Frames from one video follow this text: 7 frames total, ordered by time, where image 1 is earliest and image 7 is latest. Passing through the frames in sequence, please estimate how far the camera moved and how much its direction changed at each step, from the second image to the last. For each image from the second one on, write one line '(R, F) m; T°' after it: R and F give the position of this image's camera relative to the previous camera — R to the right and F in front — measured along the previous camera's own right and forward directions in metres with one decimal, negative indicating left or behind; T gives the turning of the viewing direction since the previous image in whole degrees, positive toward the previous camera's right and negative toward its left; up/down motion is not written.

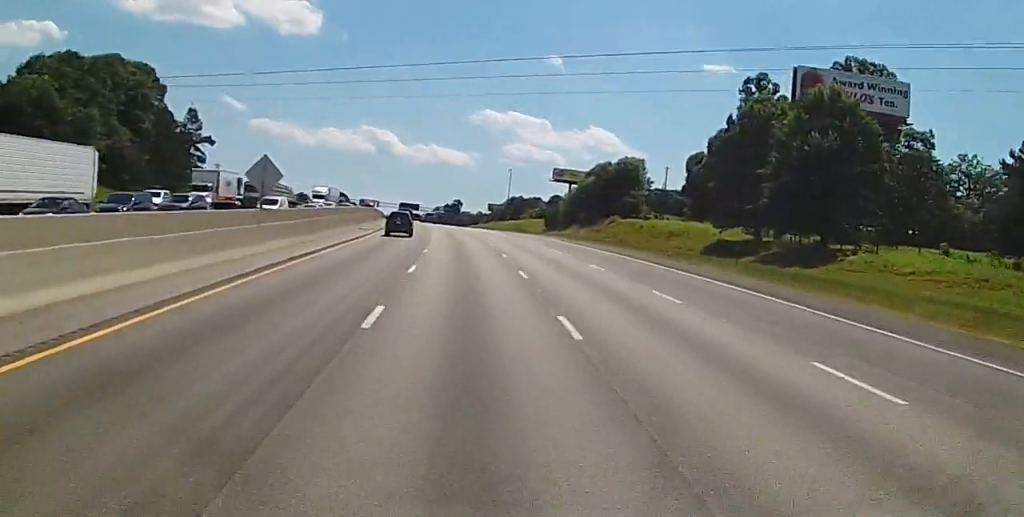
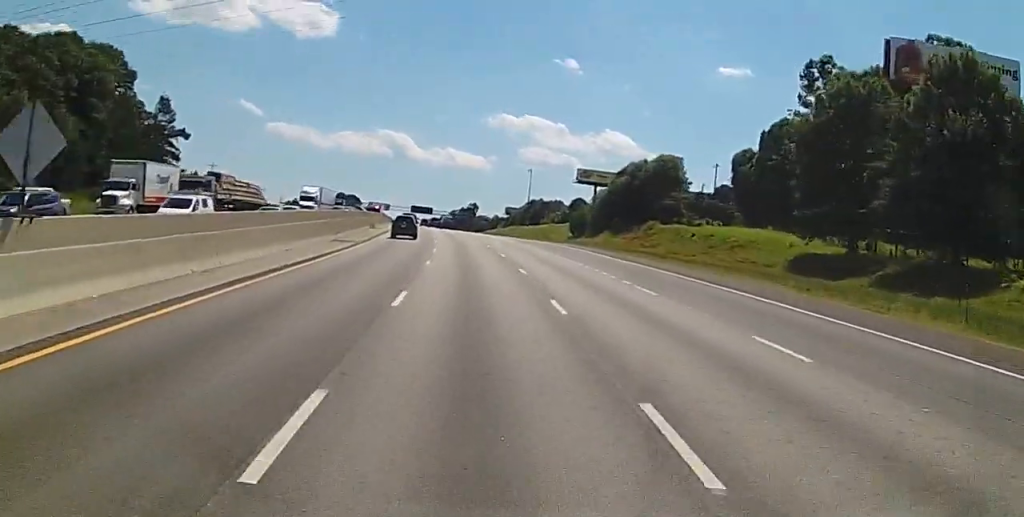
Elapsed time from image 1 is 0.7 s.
(+0.4, +20.3) m; 0°
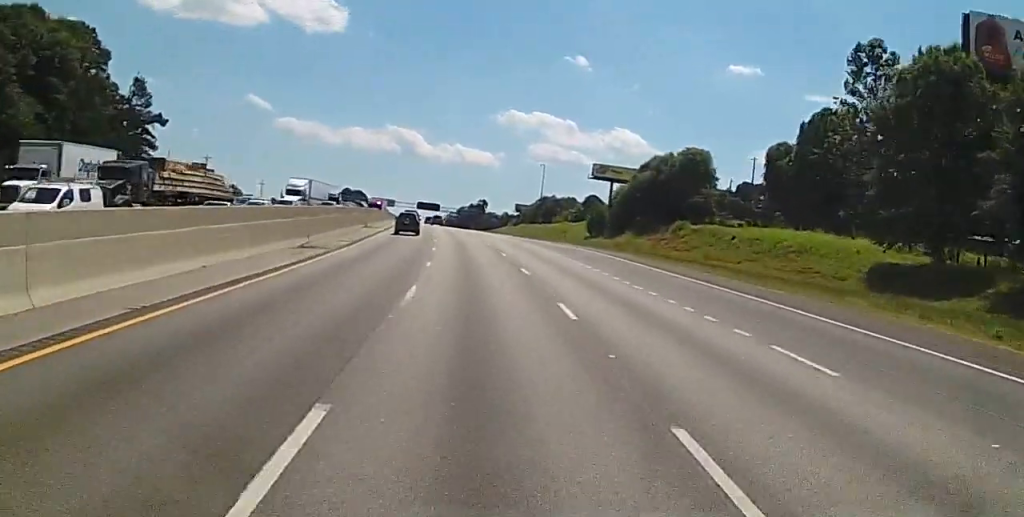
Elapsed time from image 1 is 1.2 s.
(-0.3, +12.9) m; 0°
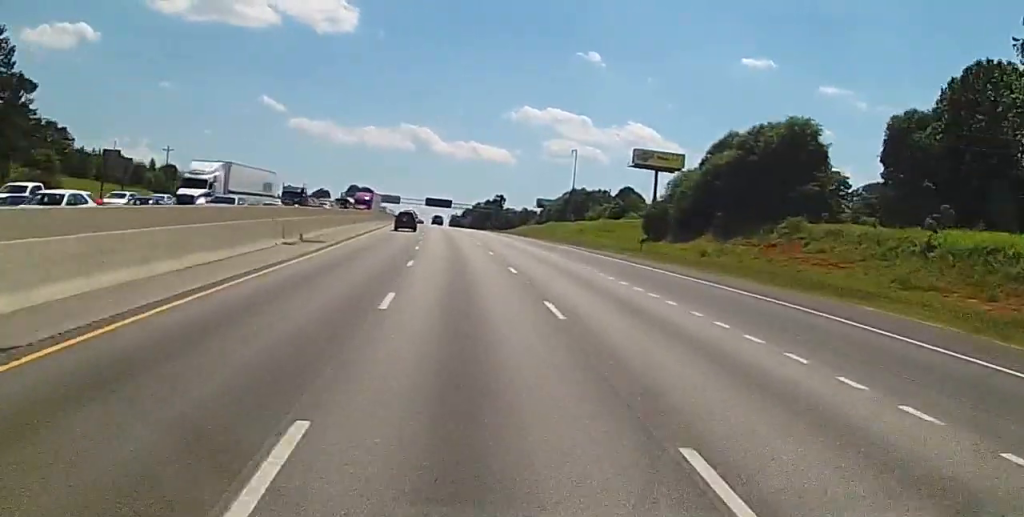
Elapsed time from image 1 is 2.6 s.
(-0.3, +38.0) m; 0°
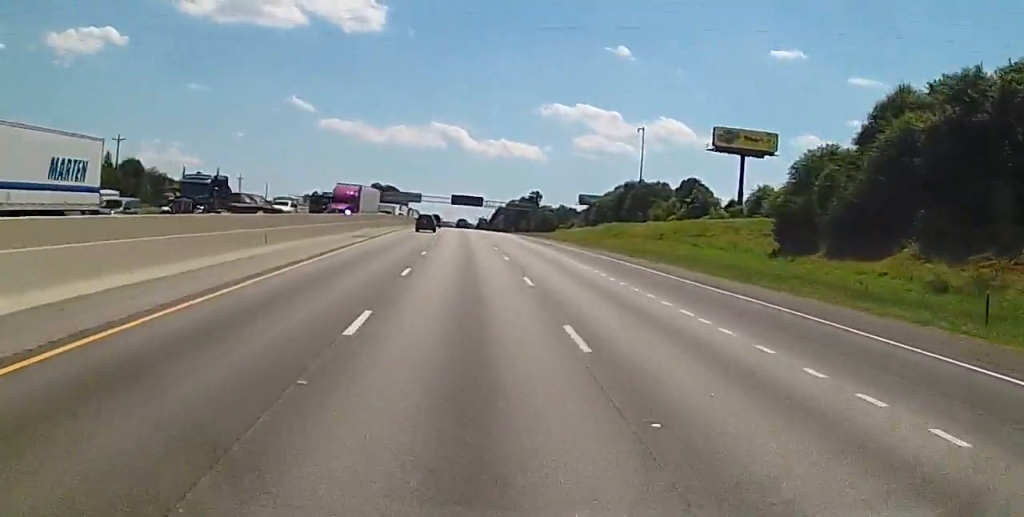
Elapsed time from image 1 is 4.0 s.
(-0.8, +40.8) m; -3°
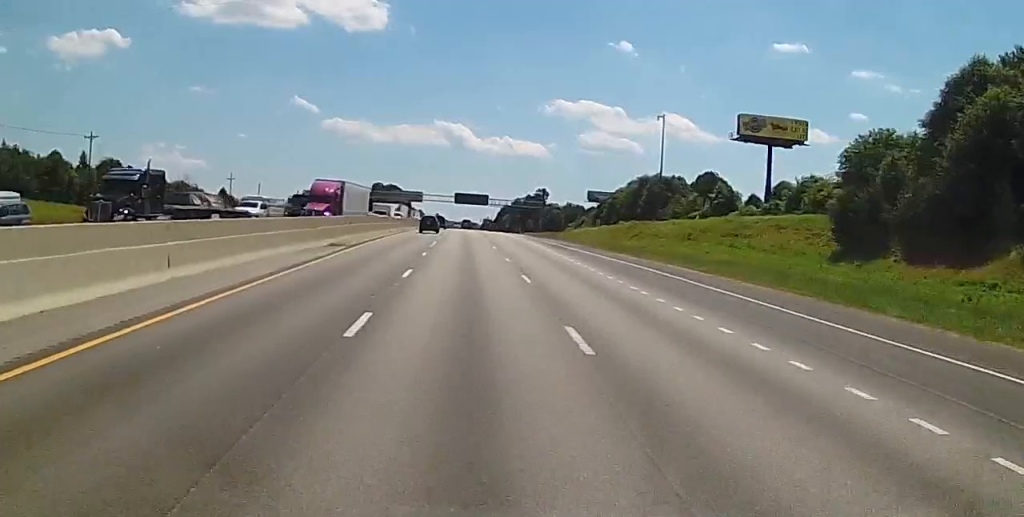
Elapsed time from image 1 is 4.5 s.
(-0.2, +12.1) m; -1°
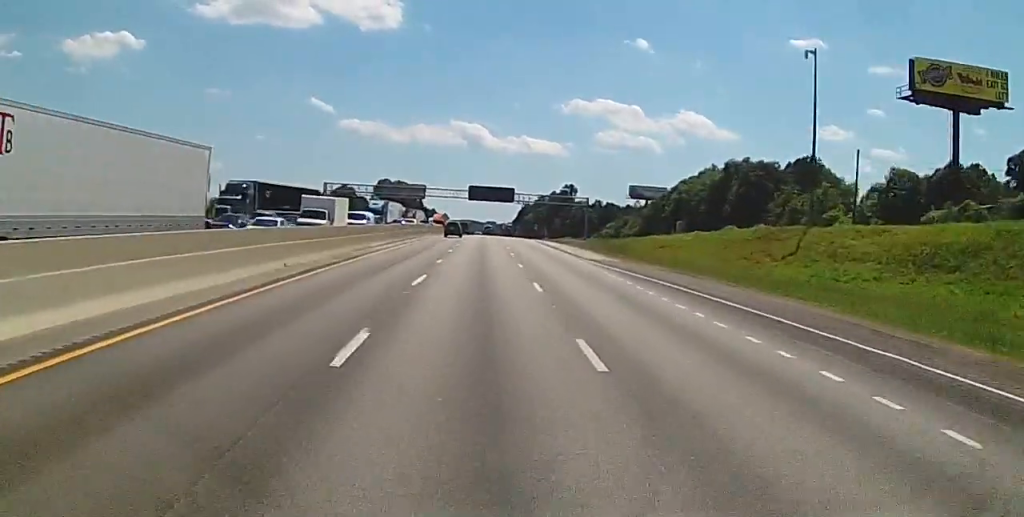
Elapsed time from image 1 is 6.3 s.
(-0.7, +51.1) m; -1°
